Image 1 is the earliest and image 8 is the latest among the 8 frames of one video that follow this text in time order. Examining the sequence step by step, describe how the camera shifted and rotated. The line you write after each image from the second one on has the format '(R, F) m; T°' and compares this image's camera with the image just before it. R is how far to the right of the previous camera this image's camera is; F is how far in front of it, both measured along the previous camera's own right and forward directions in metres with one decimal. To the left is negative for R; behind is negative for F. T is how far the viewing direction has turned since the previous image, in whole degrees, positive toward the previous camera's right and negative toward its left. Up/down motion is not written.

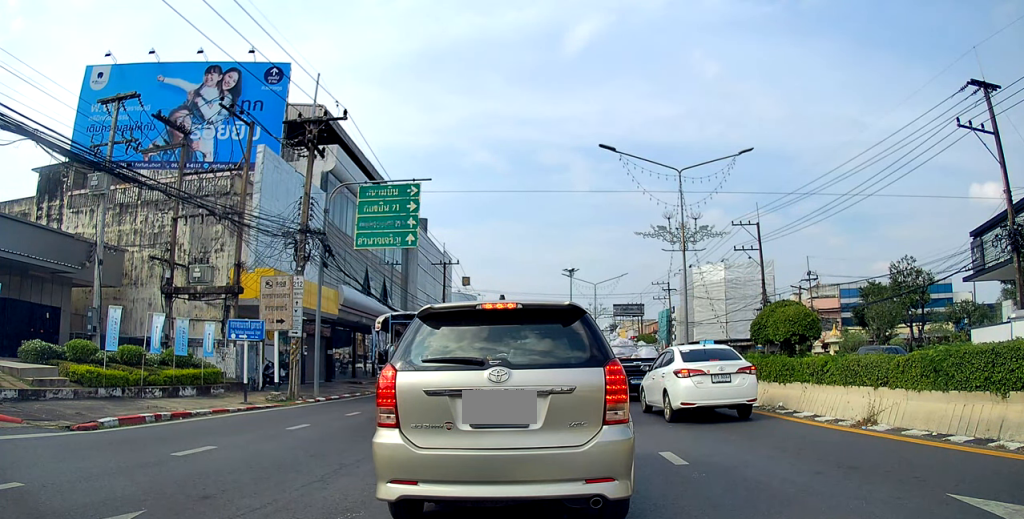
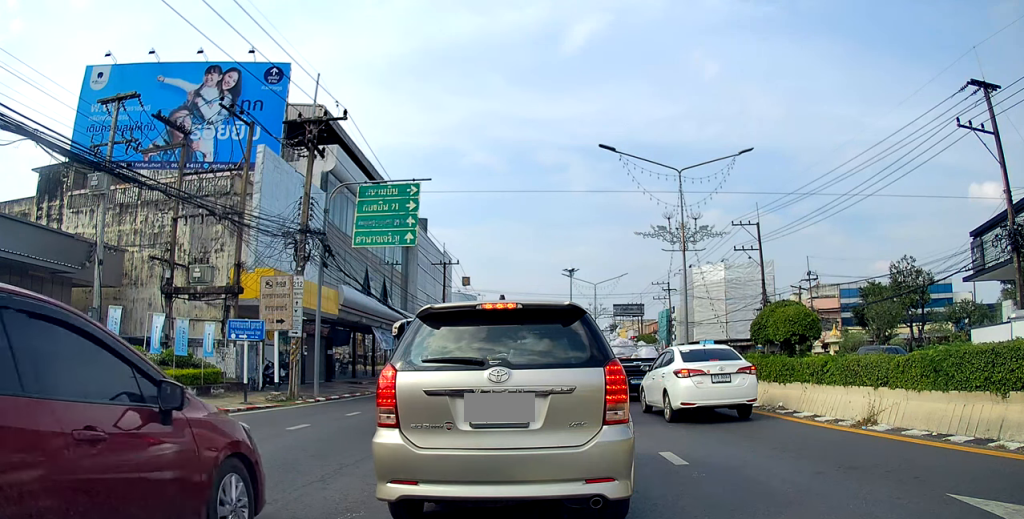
(0.0, 0.0) m; 0°
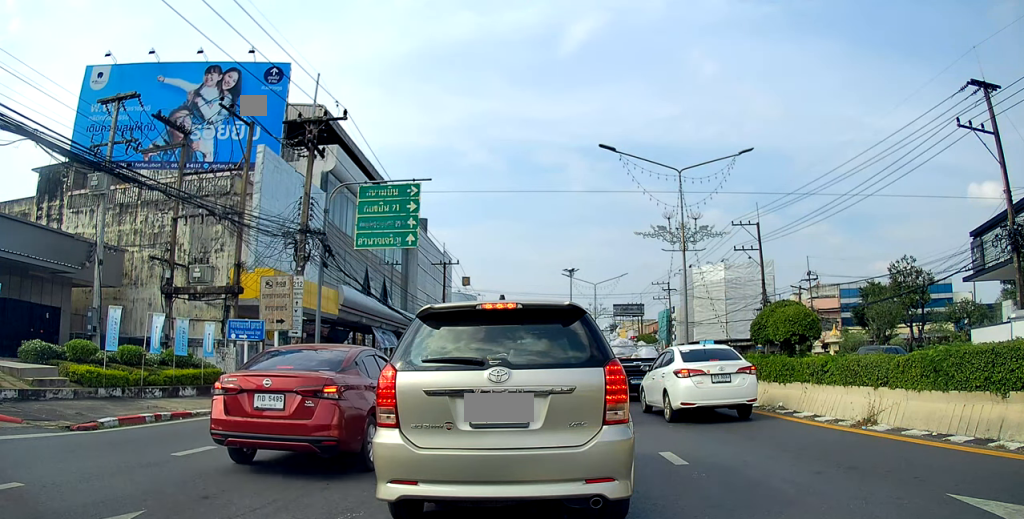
(0.0, 0.0) m; 0°
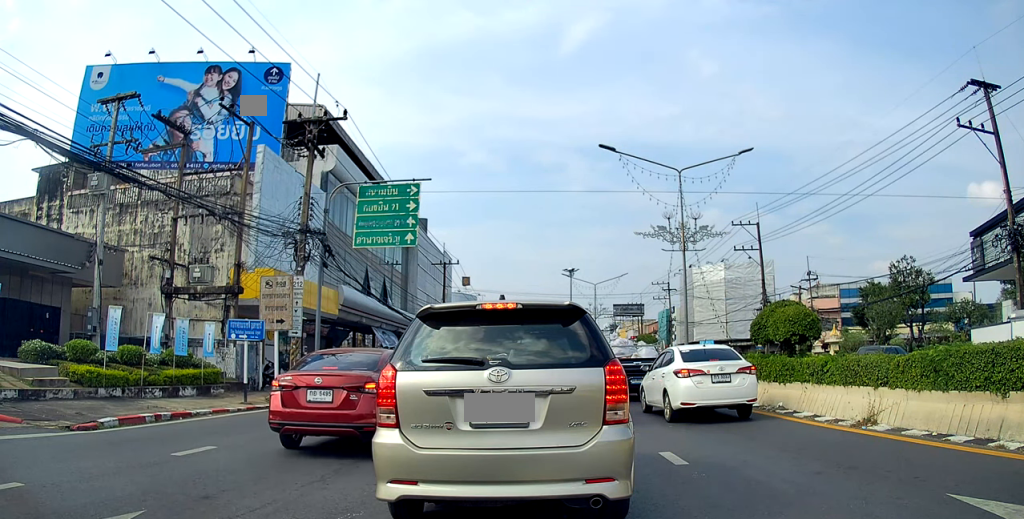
(0.0, 0.0) m; 0°
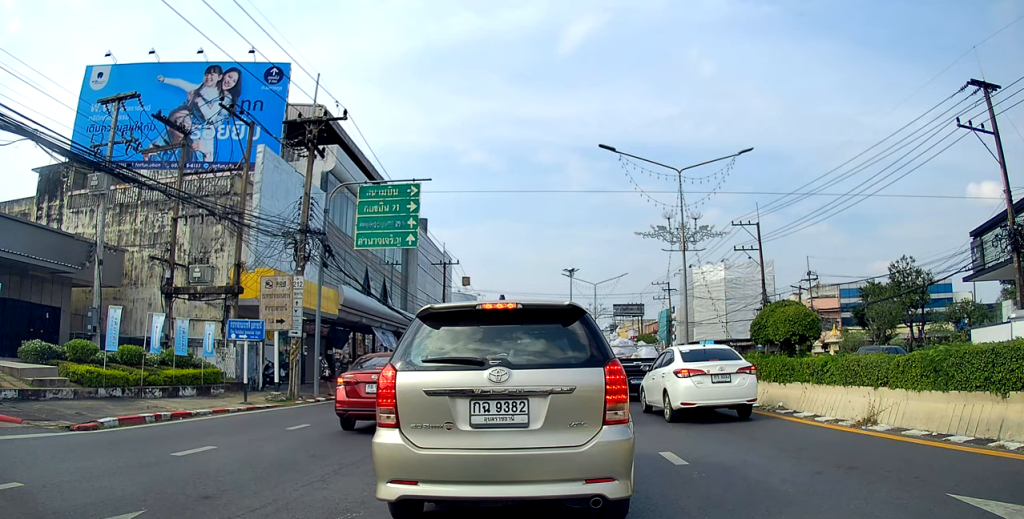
(0.0, 0.0) m; 0°
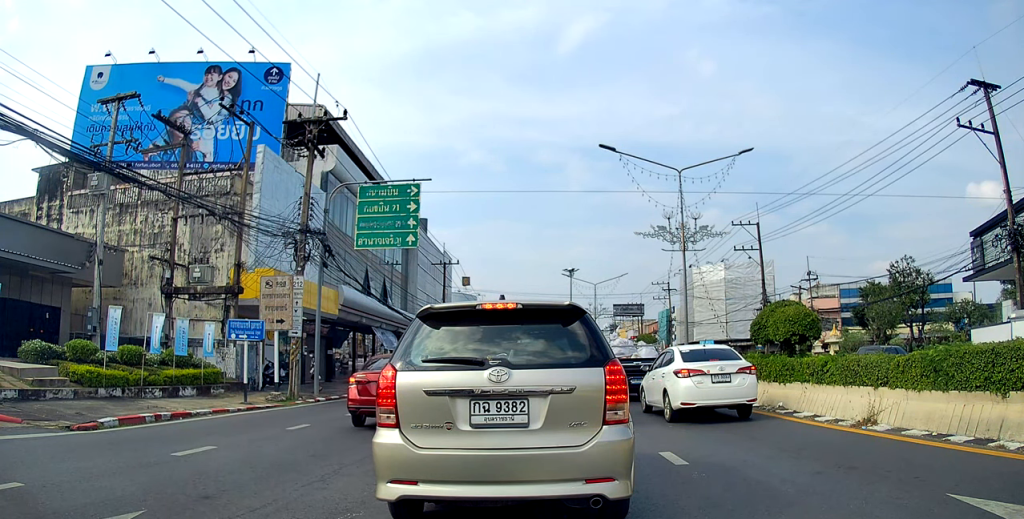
(0.0, 0.0) m; 0°
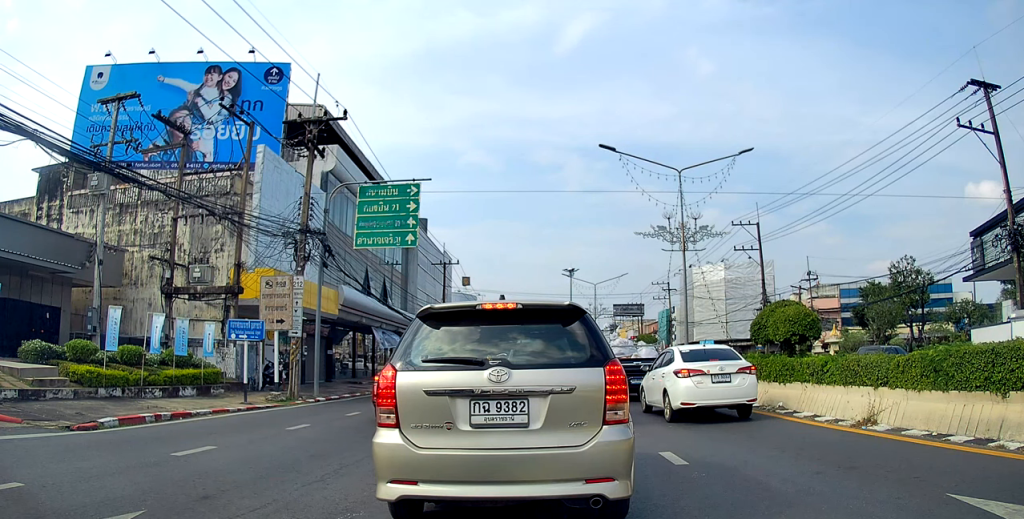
(0.0, 0.0) m; 0°
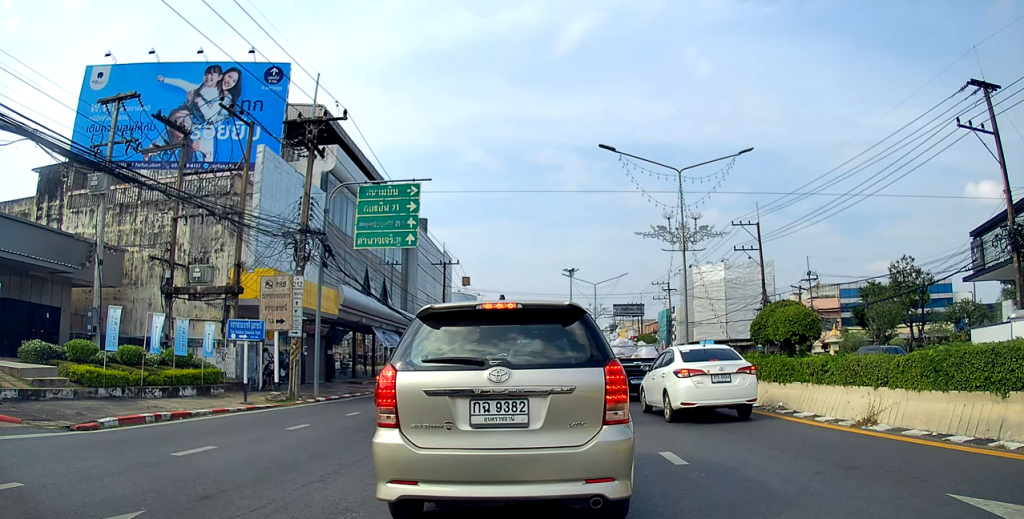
(0.0, 0.0) m; 0°
